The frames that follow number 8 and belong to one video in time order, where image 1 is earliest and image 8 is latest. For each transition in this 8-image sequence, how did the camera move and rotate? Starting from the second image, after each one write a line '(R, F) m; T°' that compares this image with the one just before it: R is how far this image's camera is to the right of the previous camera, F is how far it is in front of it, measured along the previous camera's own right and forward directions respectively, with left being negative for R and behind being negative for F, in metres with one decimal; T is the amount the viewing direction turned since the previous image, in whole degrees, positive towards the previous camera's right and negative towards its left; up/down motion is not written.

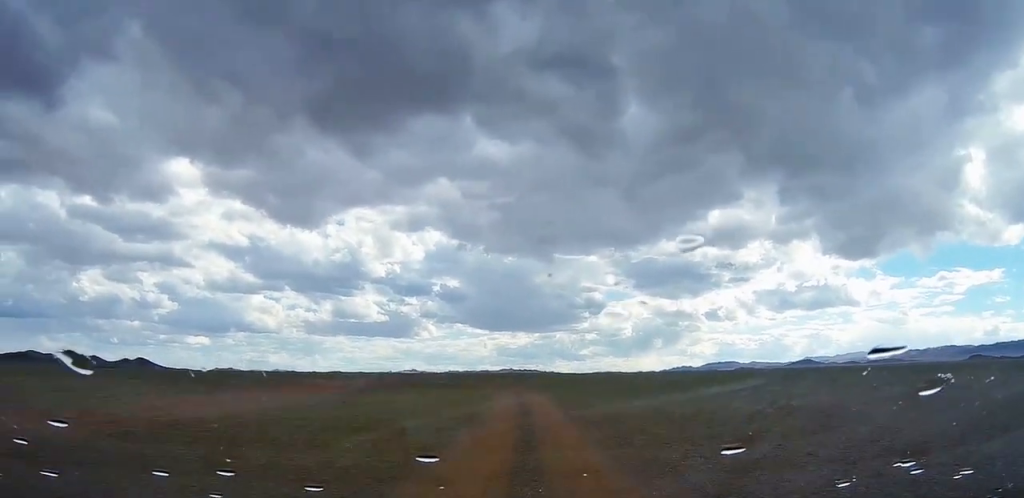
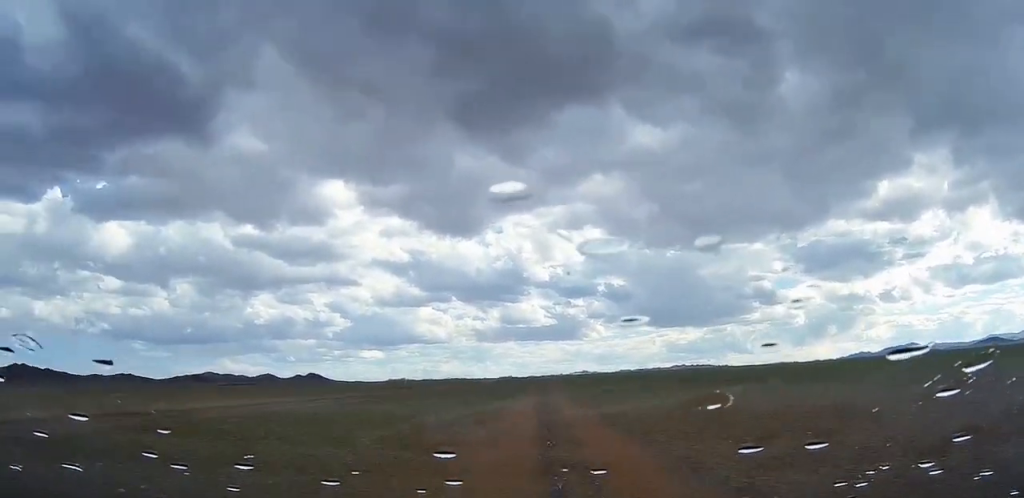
(-9.0, +122.0) m; -6°
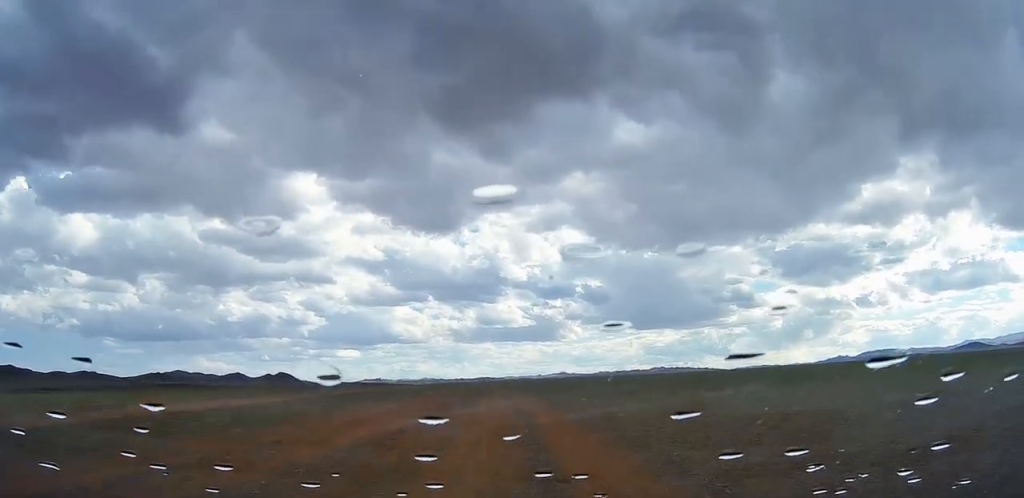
(-4.5, +136.6) m; -3°
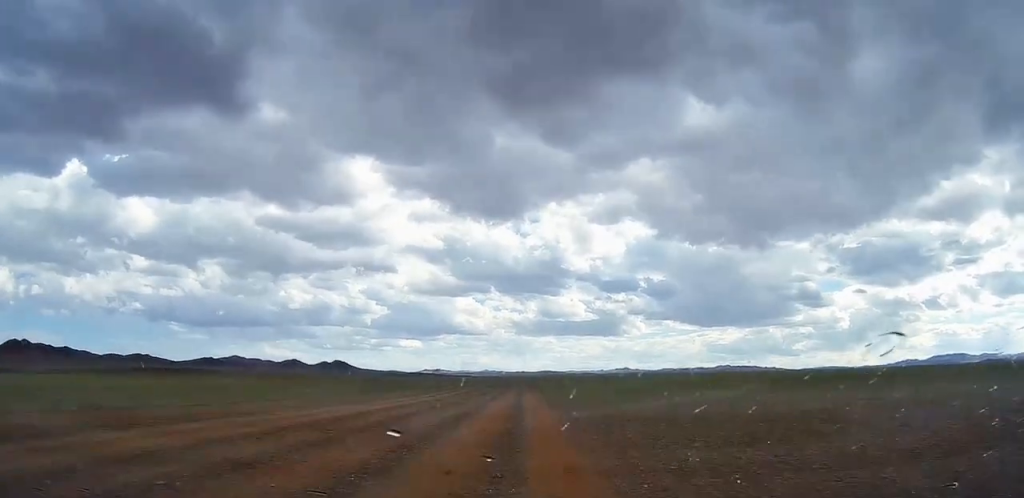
(-5.0, +172.2) m; -3°
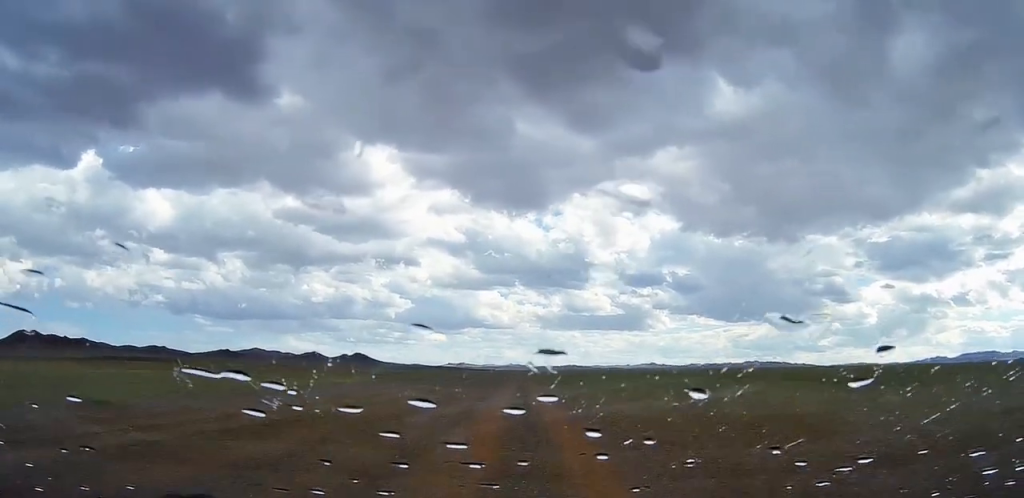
(-3.4, +125.2) m; -1°
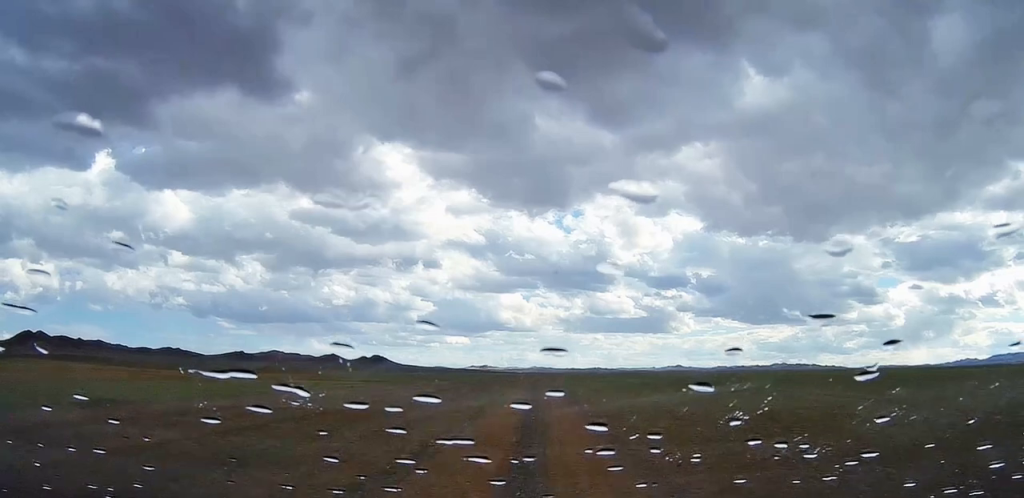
(+0.2, +139.8) m; 0°
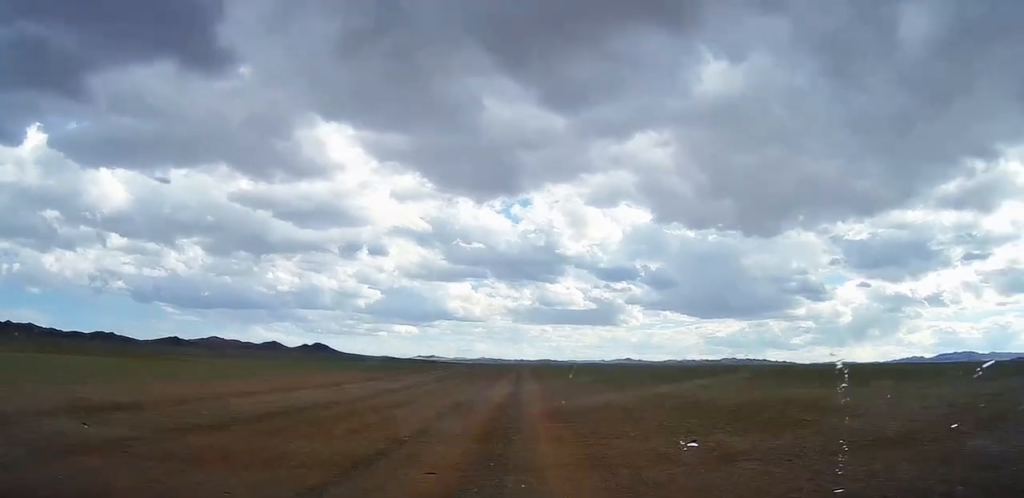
(+1.0, +126.6) m; 0°
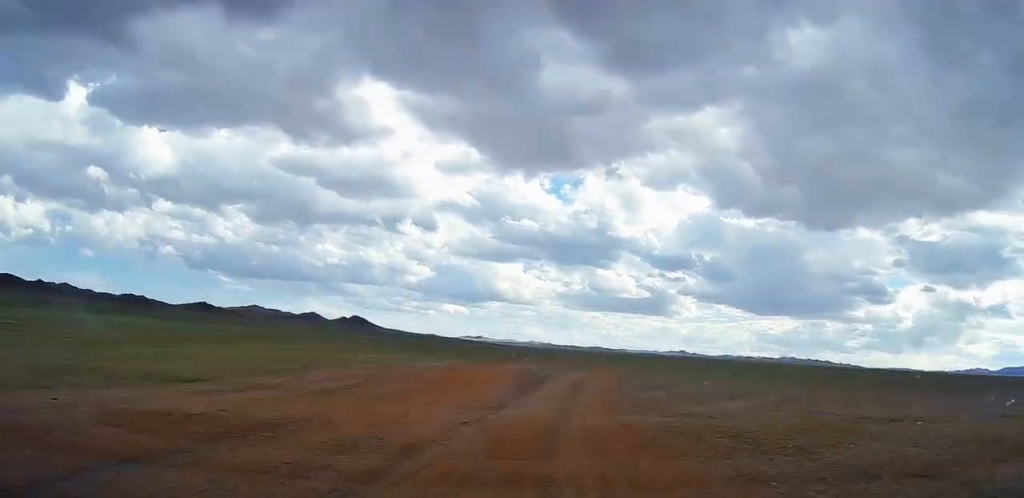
(-2.7, +278.9) m; 0°
